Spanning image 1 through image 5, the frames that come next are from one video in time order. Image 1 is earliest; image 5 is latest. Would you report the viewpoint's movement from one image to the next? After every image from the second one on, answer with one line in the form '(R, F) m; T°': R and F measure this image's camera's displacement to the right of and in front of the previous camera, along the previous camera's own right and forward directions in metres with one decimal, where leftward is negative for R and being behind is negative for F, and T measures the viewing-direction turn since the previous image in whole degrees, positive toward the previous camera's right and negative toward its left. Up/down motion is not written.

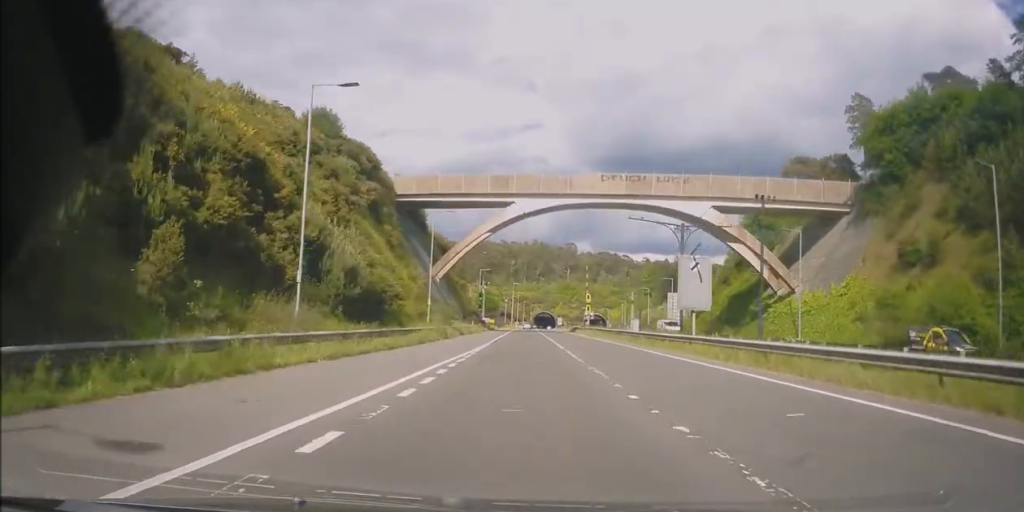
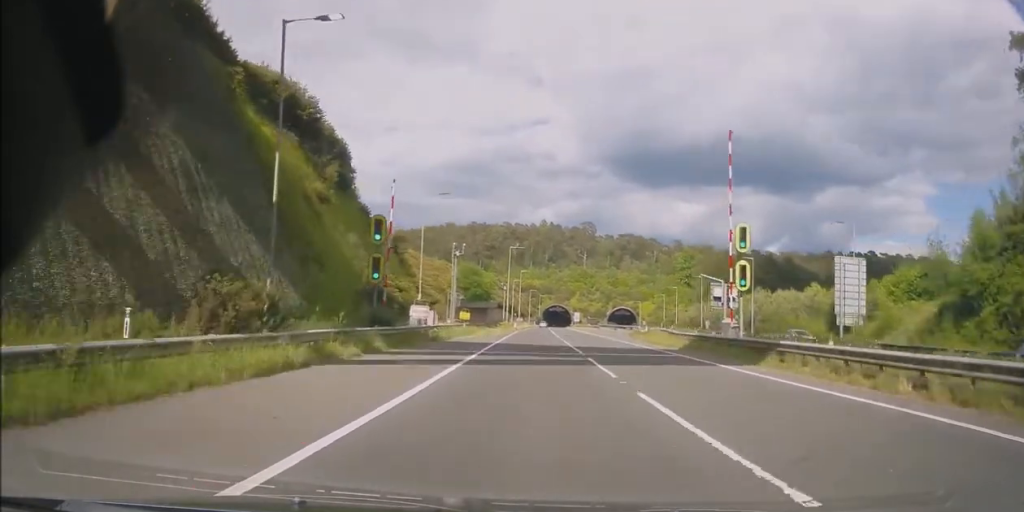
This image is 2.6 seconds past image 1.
(-0.5, +63.1) m; 0°
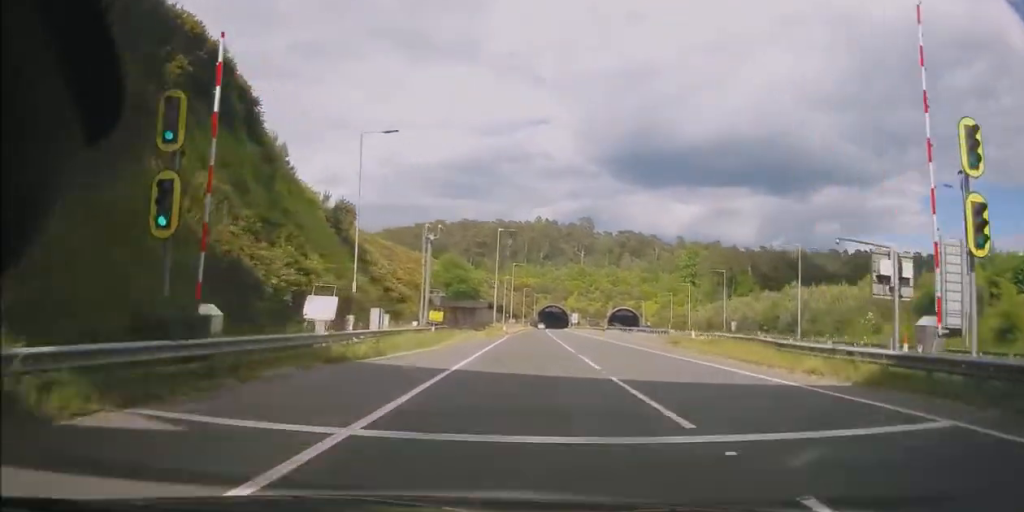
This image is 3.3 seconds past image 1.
(+0.3, +15.8) m; +1°
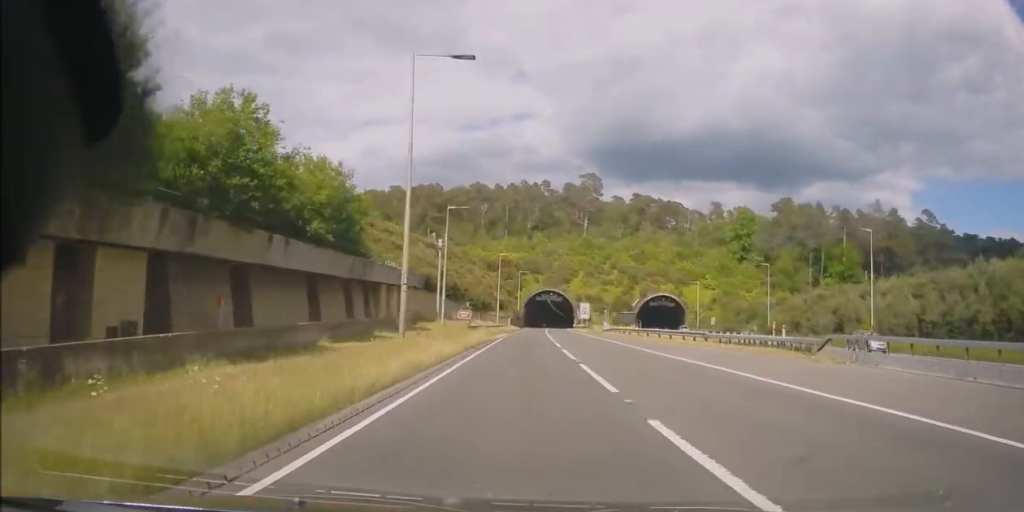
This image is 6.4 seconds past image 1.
(-0.5, +72.2) m; -1°
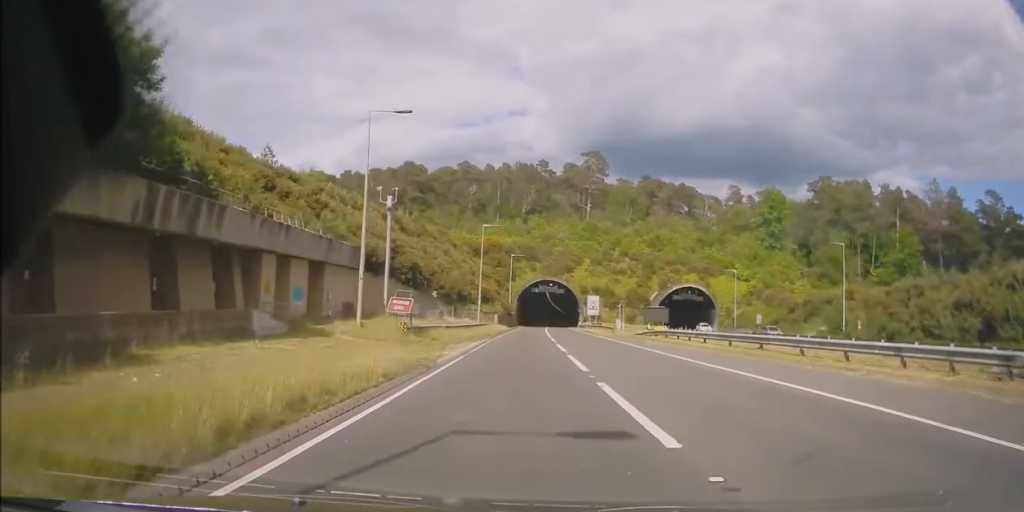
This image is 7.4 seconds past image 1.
(+0.1, +23.4) m; +2°
